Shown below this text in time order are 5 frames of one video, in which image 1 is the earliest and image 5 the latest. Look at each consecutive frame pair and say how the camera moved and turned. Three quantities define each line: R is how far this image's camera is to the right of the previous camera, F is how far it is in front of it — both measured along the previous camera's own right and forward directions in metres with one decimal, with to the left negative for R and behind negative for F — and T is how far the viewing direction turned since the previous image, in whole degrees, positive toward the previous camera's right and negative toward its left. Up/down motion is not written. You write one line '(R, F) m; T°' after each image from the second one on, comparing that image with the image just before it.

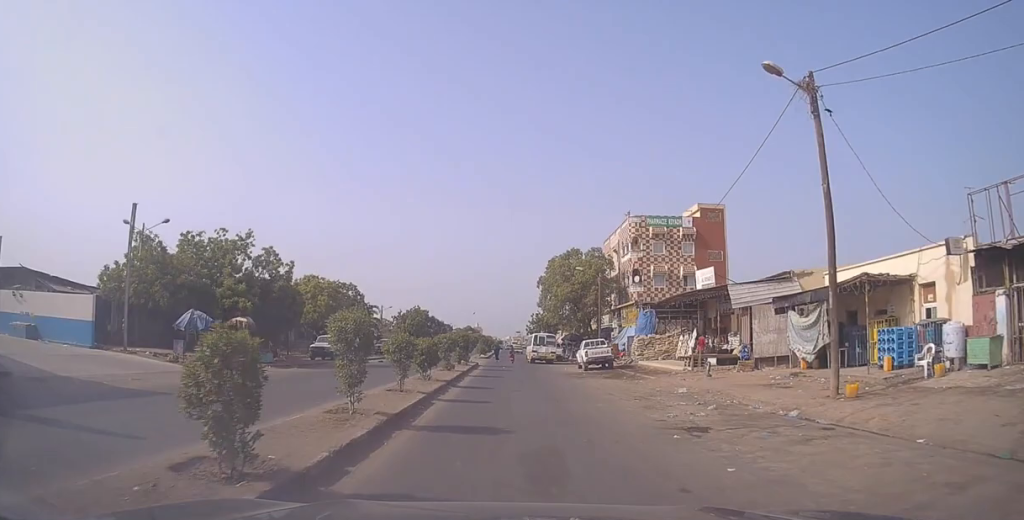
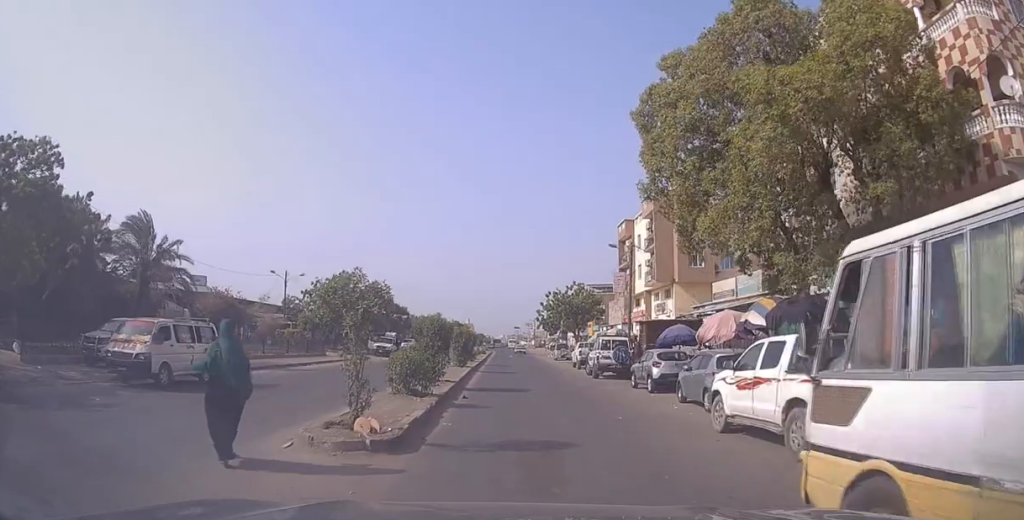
(-0.9, +50.1) m; -1°
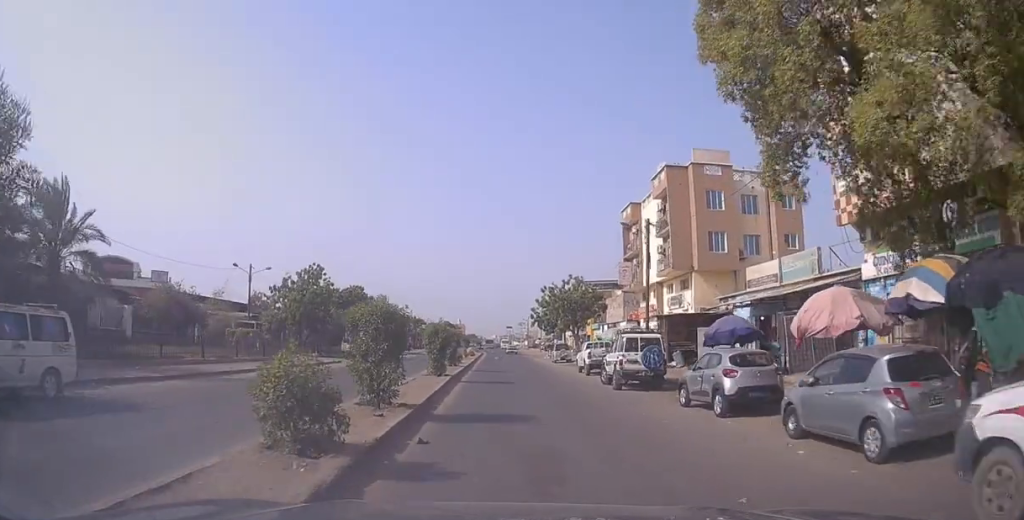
(+0.1, +8.4) m; +1°
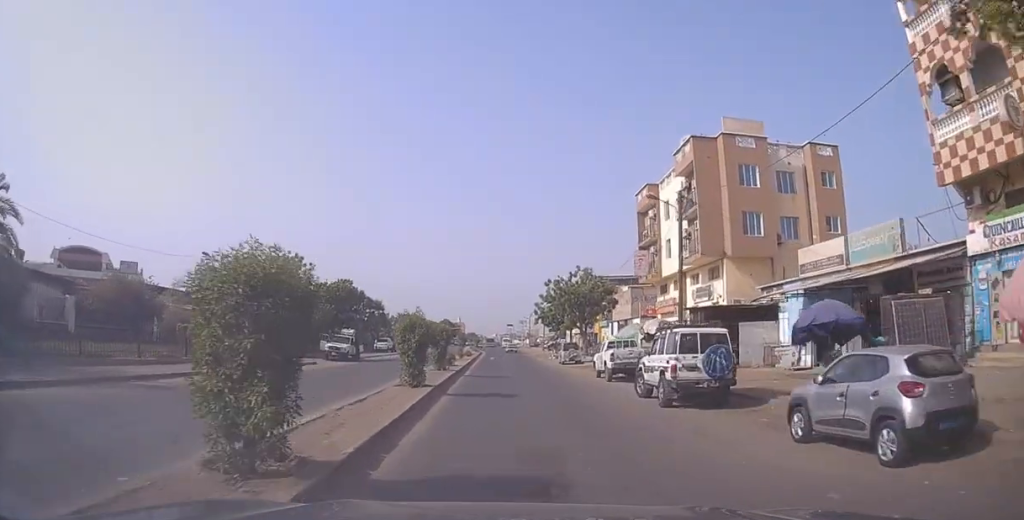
(0.0, +6.9) m; 0°
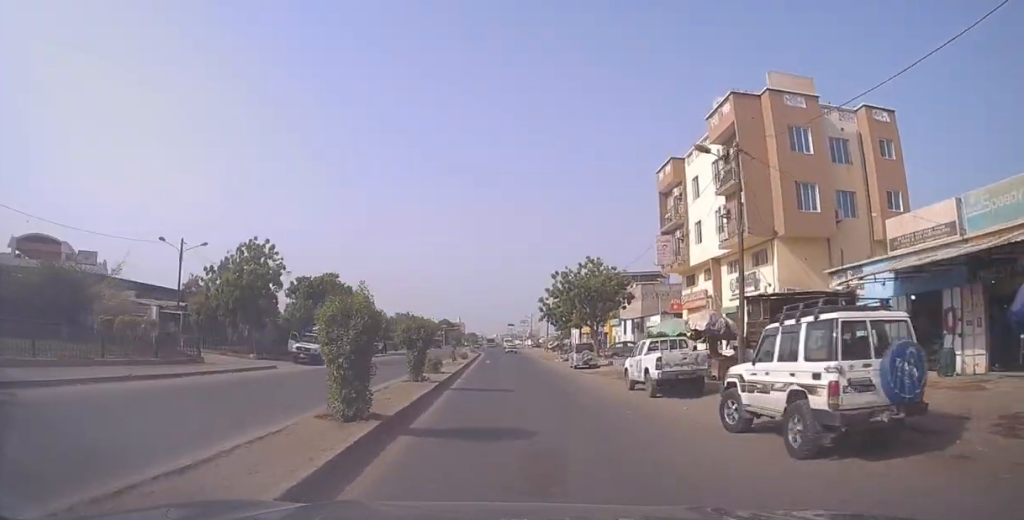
(0.0, +7.6) m; +1°
